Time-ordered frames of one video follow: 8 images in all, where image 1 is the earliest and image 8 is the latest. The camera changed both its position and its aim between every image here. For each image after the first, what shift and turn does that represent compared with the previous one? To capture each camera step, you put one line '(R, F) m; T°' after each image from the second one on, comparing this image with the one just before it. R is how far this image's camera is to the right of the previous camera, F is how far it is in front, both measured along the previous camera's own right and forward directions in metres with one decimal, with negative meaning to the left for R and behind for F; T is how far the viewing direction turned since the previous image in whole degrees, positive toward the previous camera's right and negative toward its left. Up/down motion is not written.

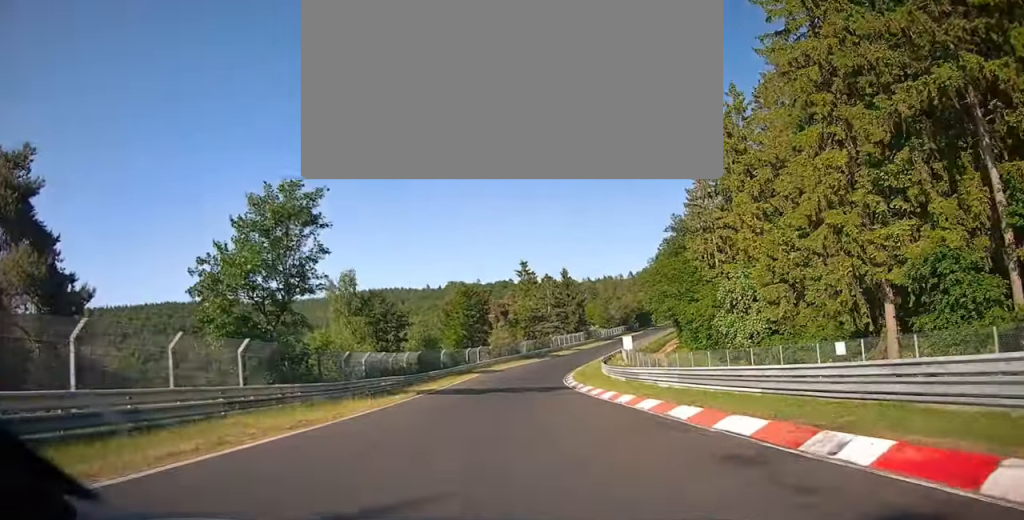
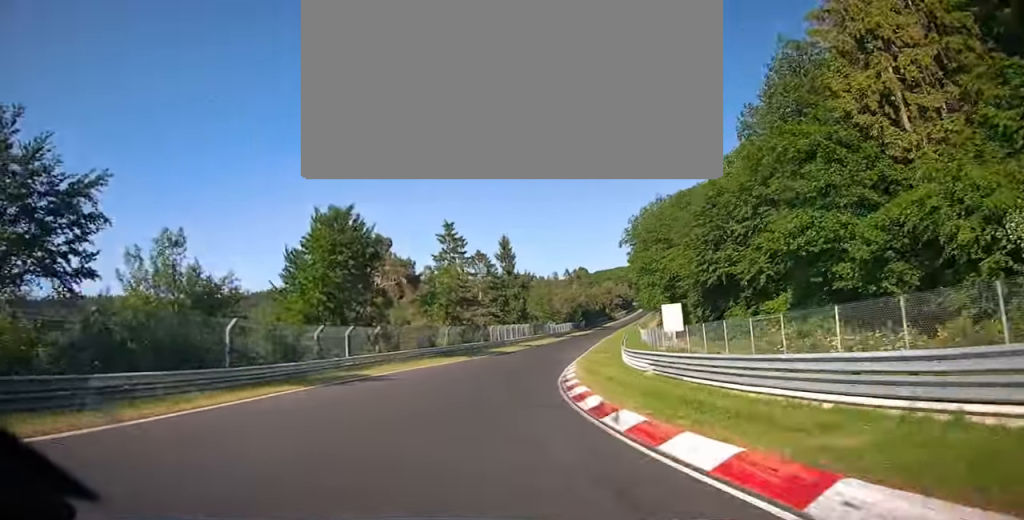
(+3.0, +39.1) m; +10°
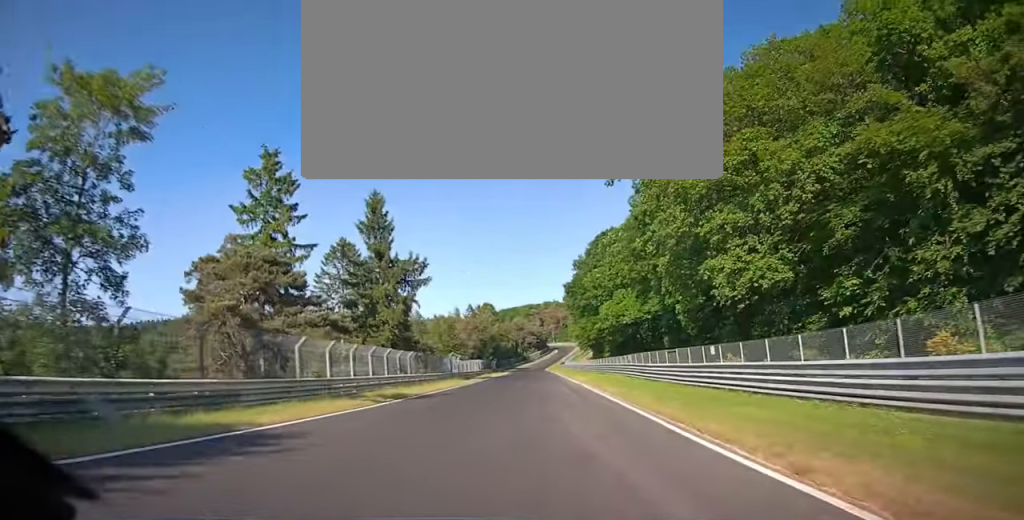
(+4.3, +45.8) m; +9°
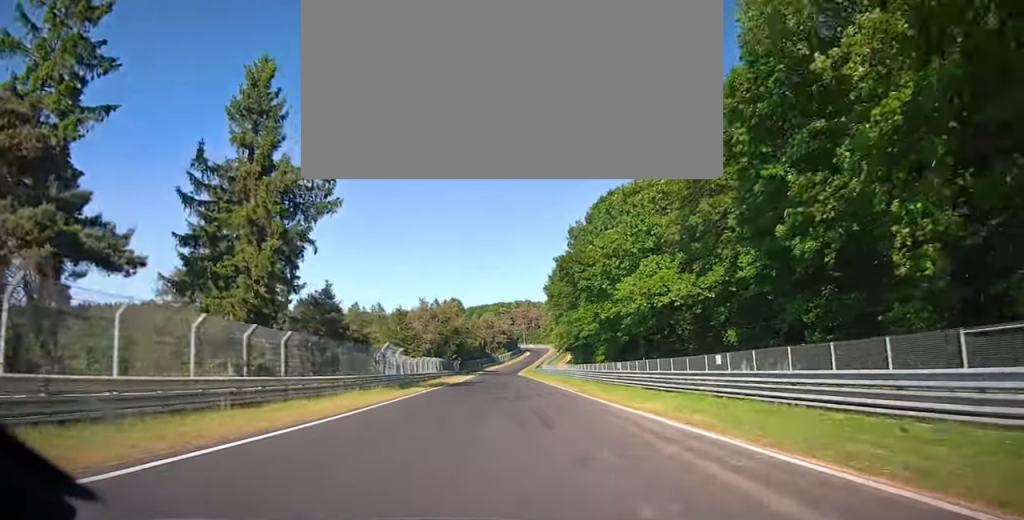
(+0.9, +24.6) m; +2°
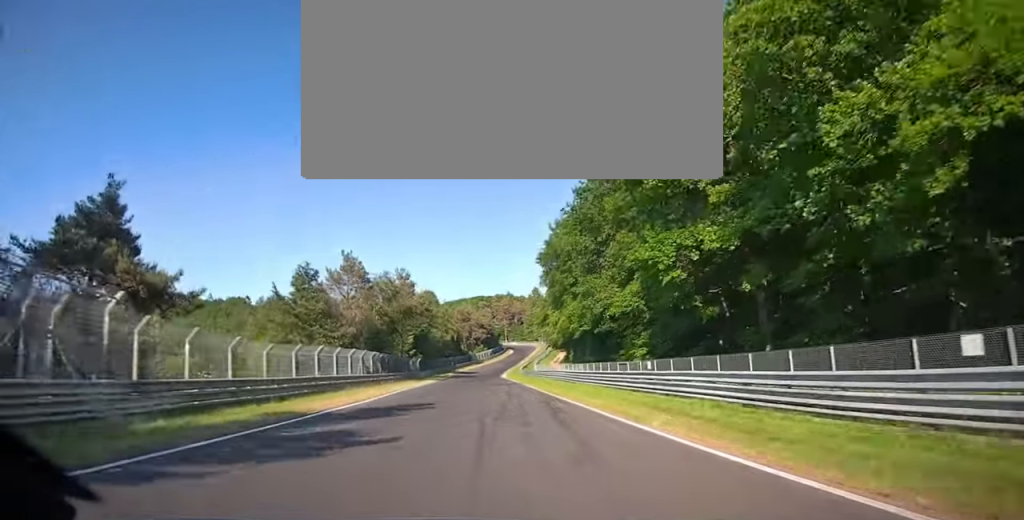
(+0.7, +34.6) m; +1°
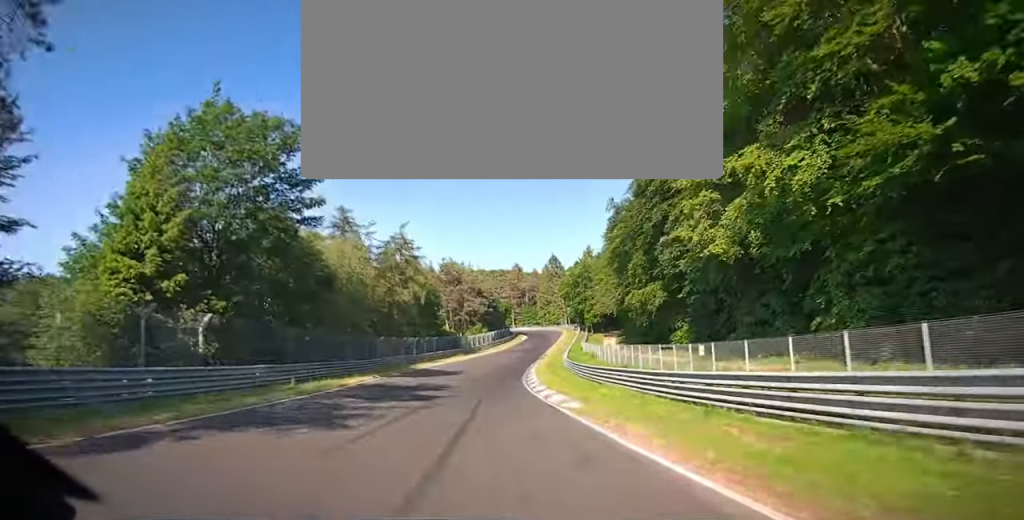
(+0.4, +66.4) m; +2°
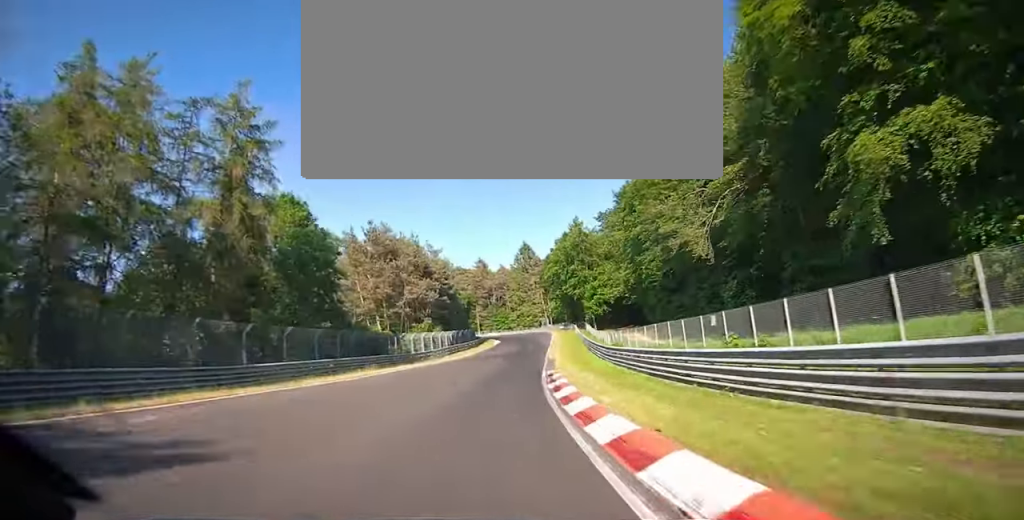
(+0.6, +37.0) m; +2°
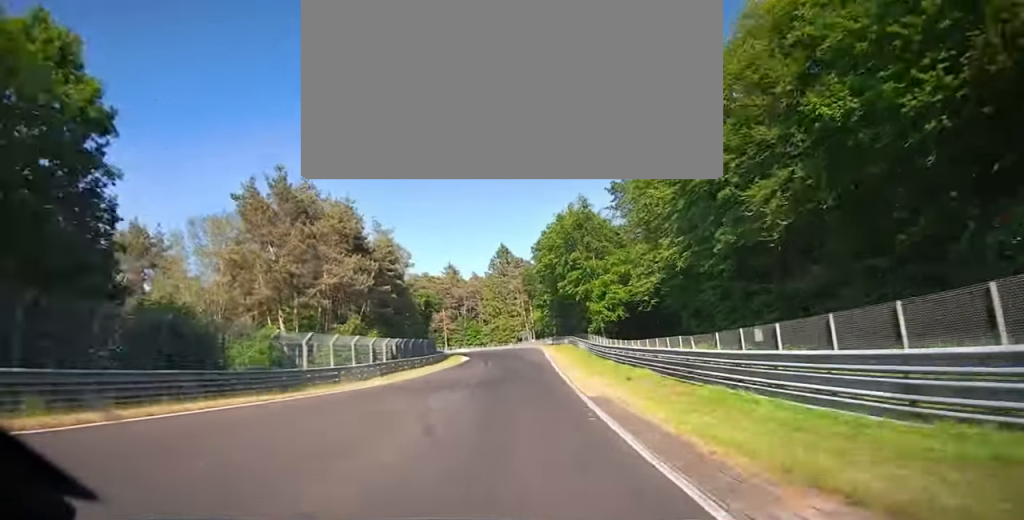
(+0.1, +23.9) m; +1°
